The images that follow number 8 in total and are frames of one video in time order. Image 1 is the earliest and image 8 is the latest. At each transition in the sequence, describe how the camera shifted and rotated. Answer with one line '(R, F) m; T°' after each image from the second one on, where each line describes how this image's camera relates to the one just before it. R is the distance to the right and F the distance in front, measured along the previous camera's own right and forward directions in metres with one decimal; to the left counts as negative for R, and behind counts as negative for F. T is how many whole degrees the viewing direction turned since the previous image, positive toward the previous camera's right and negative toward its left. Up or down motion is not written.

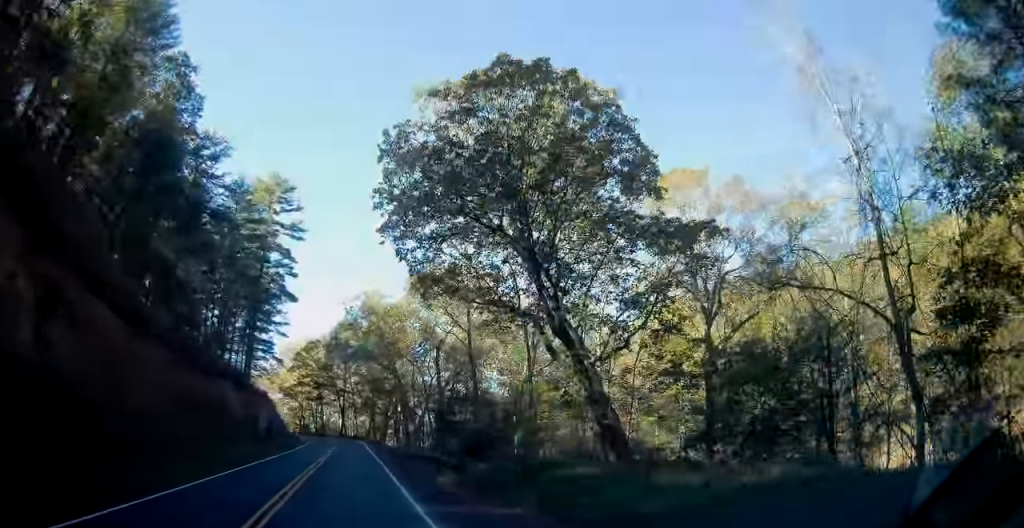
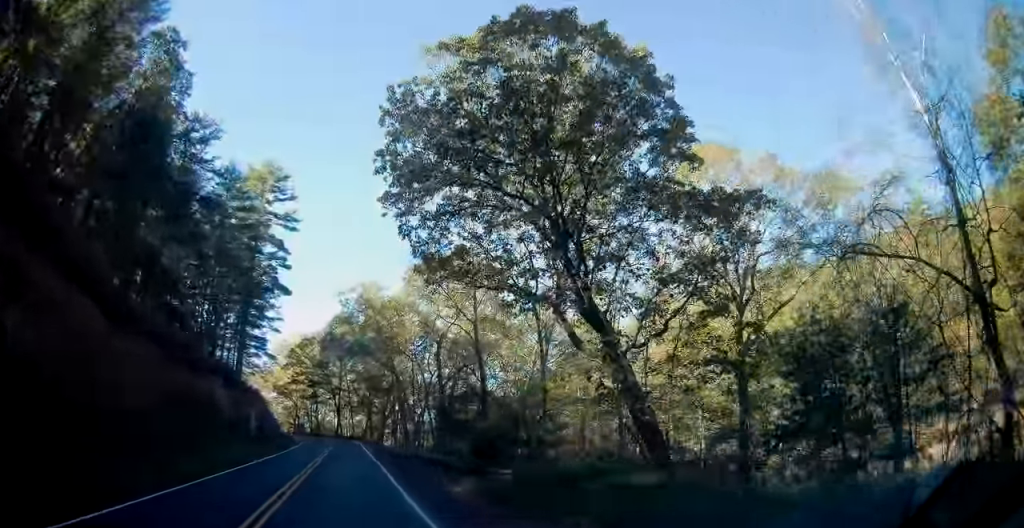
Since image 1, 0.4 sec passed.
(-0.1, +3.2) m; 0°
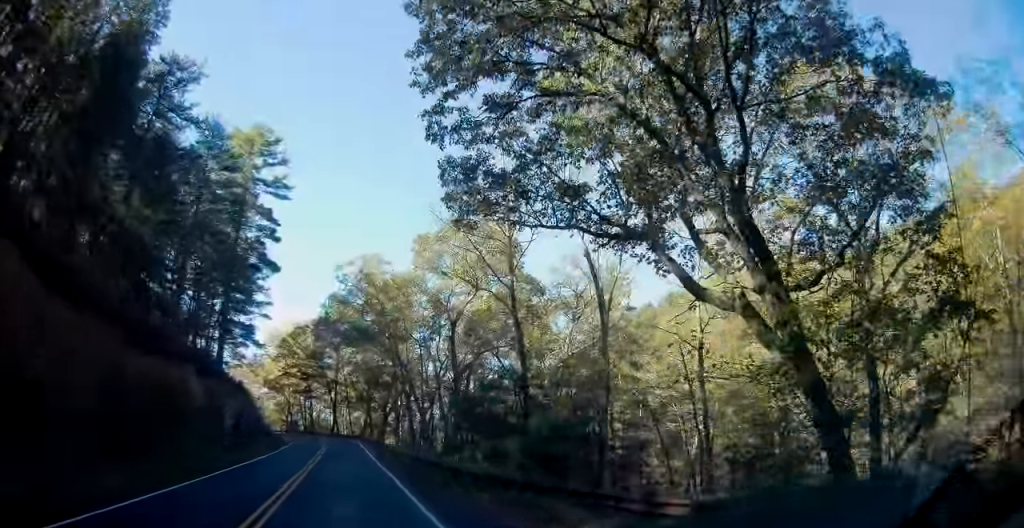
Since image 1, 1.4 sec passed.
(-0.5, +8.5) m; +1°
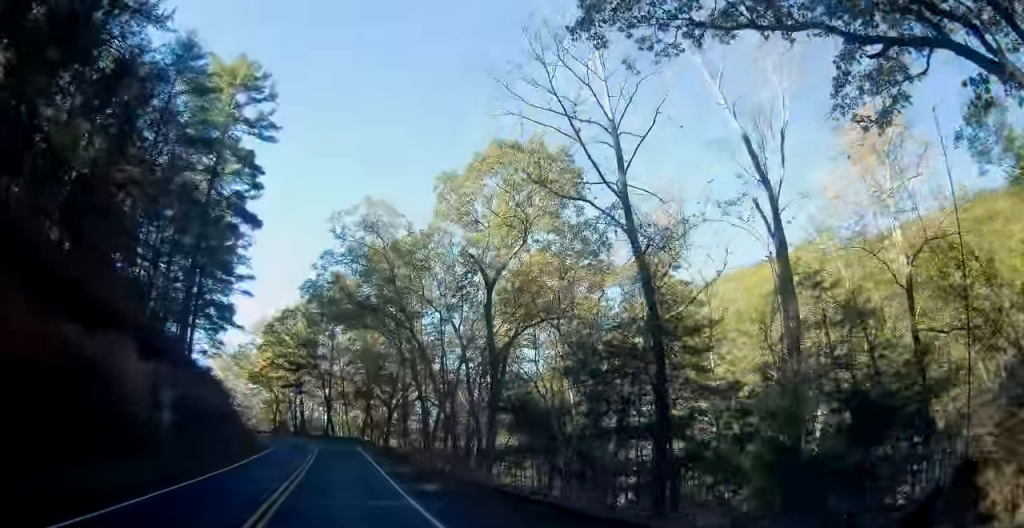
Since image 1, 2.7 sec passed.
(+0.8, +12.3) m; +3°
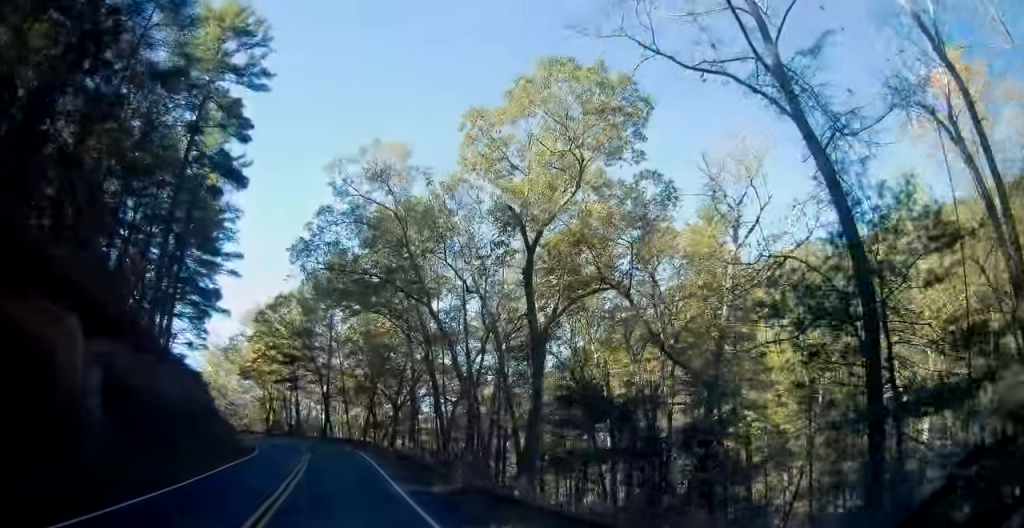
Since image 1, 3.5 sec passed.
(0.0, +7.9) m; -1°
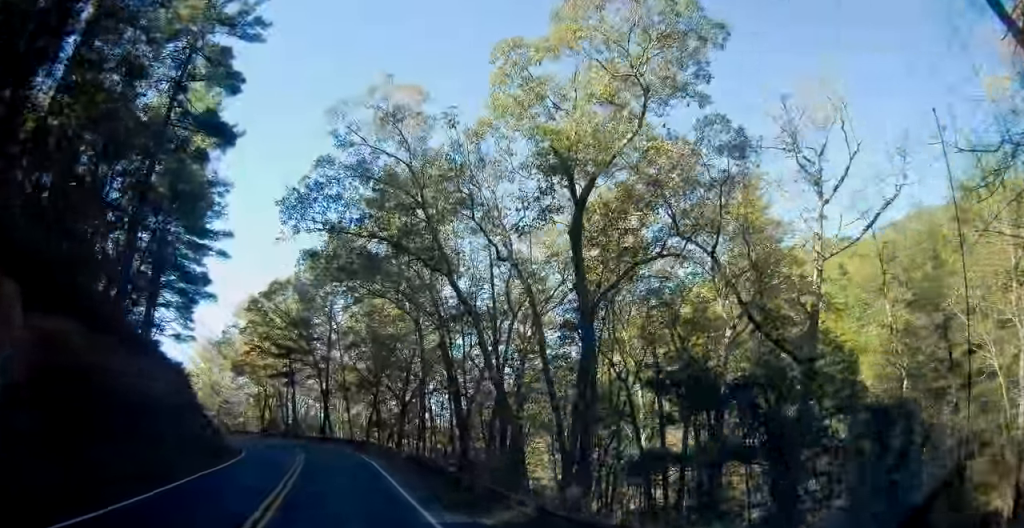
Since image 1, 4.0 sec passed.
(-0.1, +6.1) m; -1°
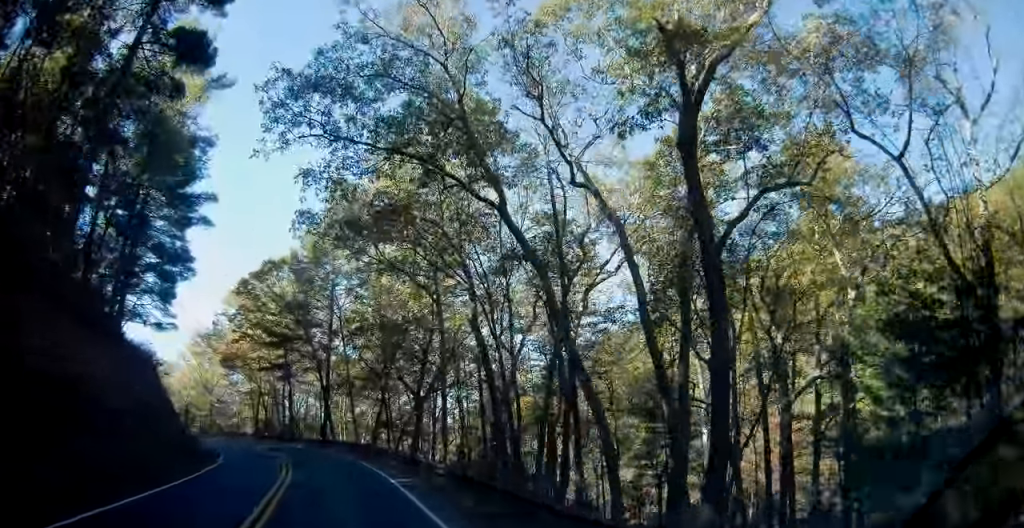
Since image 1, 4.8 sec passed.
(0.0, +8.4) m; 0°
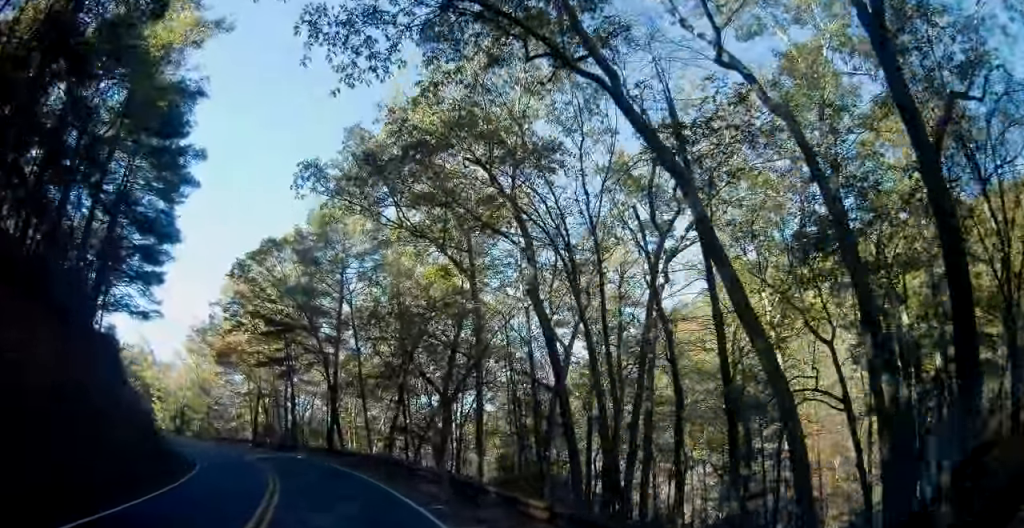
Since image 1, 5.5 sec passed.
(0.0, +7.6) m; -1°
